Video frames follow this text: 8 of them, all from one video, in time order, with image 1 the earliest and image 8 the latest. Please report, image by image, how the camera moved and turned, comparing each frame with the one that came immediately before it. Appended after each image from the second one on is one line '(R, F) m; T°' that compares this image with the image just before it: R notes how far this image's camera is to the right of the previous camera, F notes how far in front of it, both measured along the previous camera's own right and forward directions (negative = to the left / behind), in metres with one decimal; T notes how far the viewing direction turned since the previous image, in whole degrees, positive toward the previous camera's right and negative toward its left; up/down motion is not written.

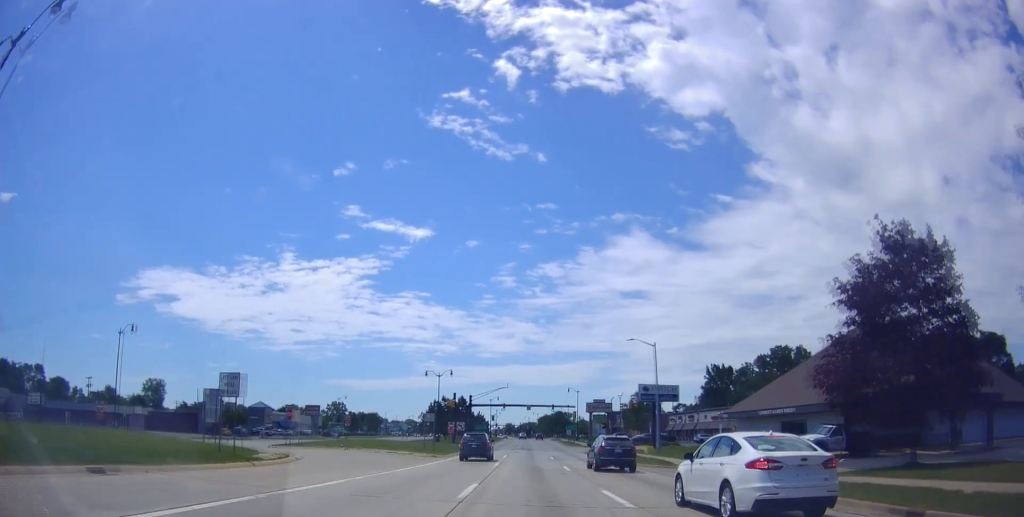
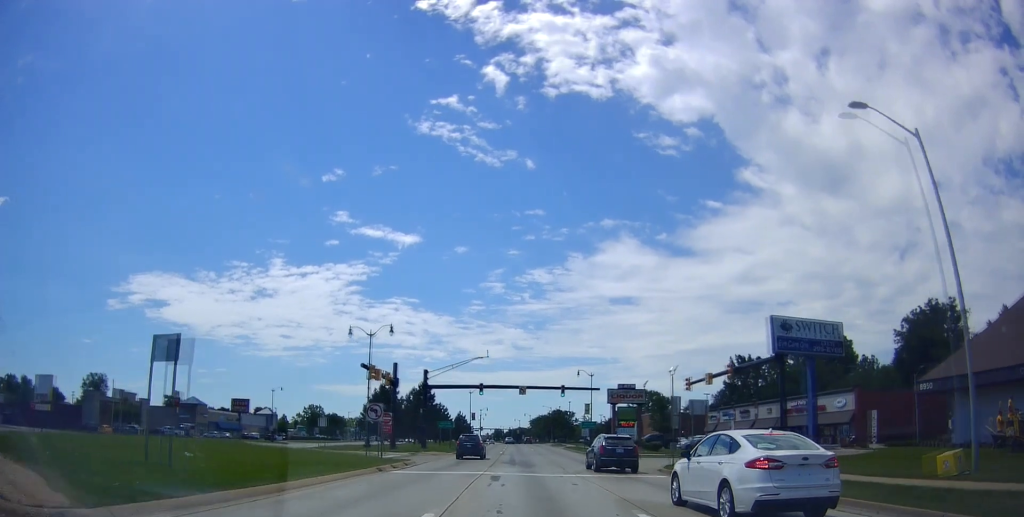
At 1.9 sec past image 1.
(-0.3, +36.2) m; 0°
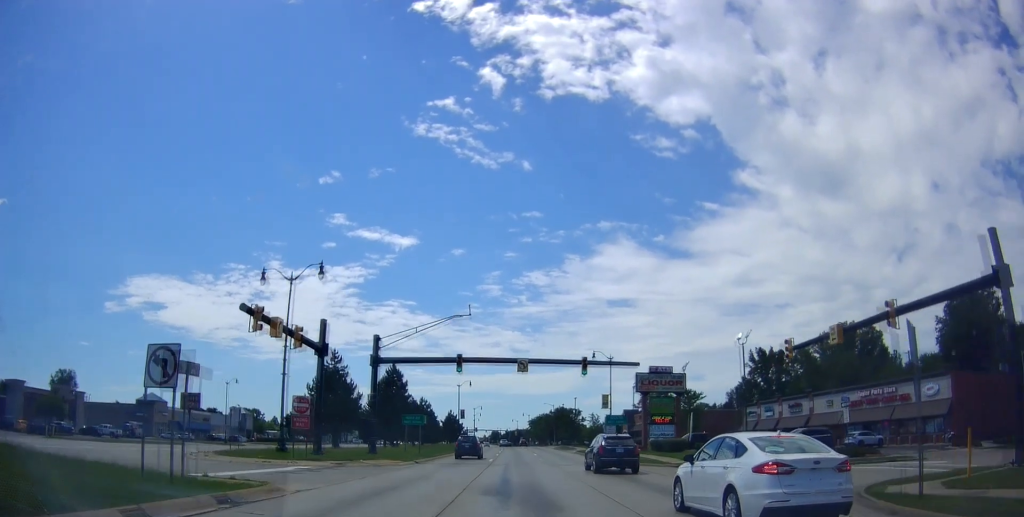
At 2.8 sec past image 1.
(+0.2, +18.9) m; +2°
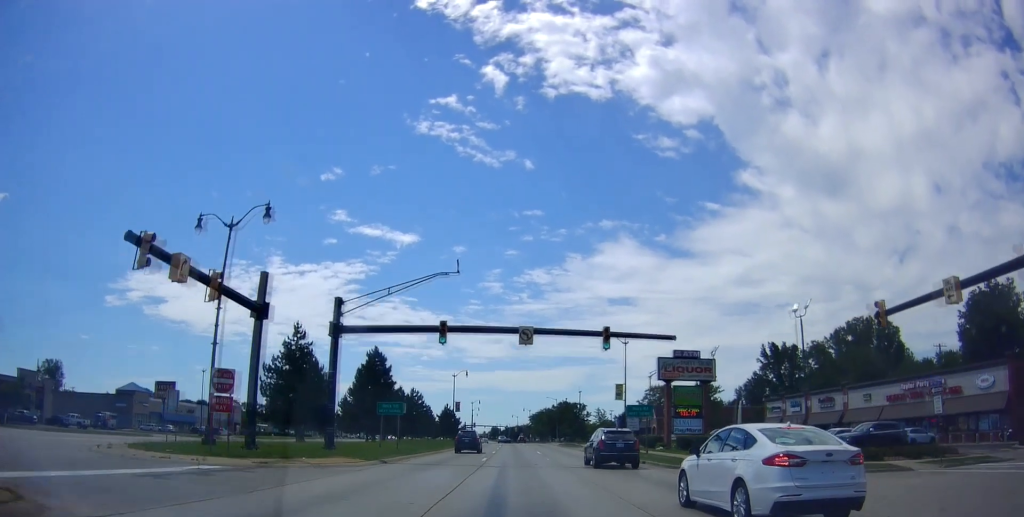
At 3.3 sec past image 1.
(+0.3, +8.6) m; 0°
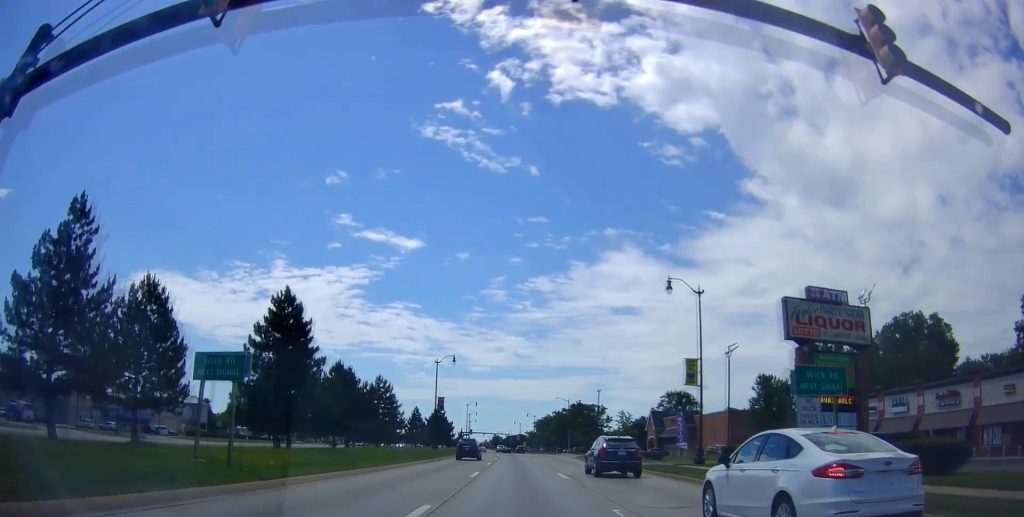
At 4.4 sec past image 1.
(-0.5, +23.0) m; -1°
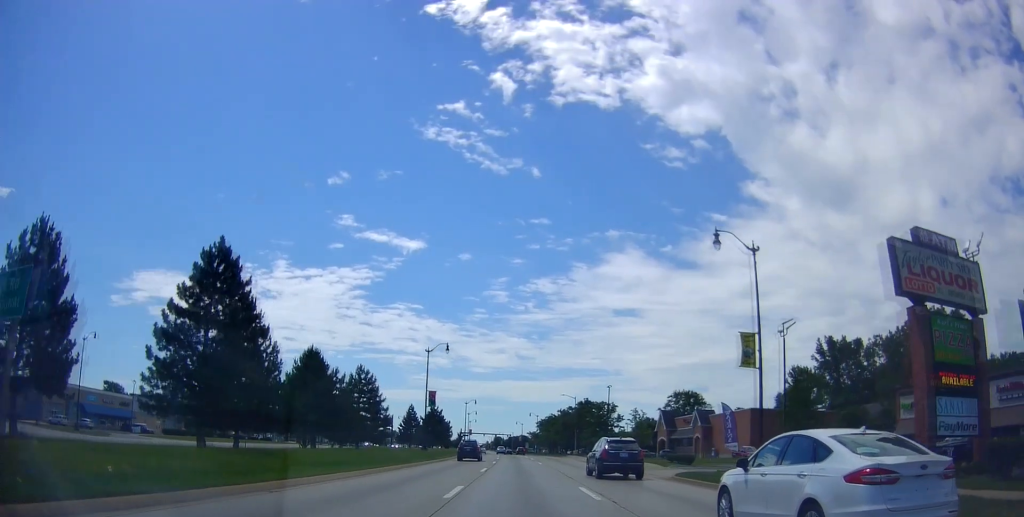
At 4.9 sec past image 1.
(+0.1, +8.5) m; +1°
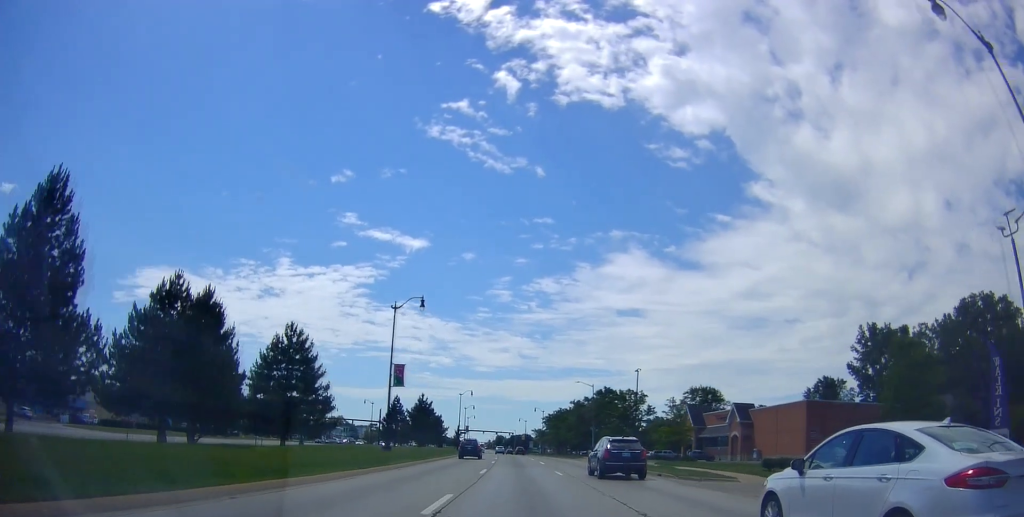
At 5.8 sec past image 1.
(+0.3, +18.3) m; +1°
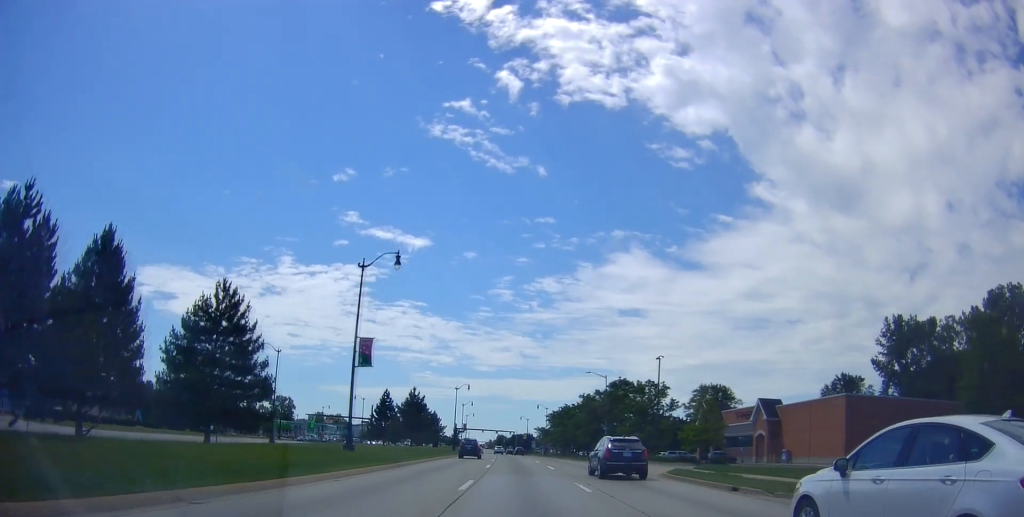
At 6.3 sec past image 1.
(+0.2, +9.8) m; -1°
